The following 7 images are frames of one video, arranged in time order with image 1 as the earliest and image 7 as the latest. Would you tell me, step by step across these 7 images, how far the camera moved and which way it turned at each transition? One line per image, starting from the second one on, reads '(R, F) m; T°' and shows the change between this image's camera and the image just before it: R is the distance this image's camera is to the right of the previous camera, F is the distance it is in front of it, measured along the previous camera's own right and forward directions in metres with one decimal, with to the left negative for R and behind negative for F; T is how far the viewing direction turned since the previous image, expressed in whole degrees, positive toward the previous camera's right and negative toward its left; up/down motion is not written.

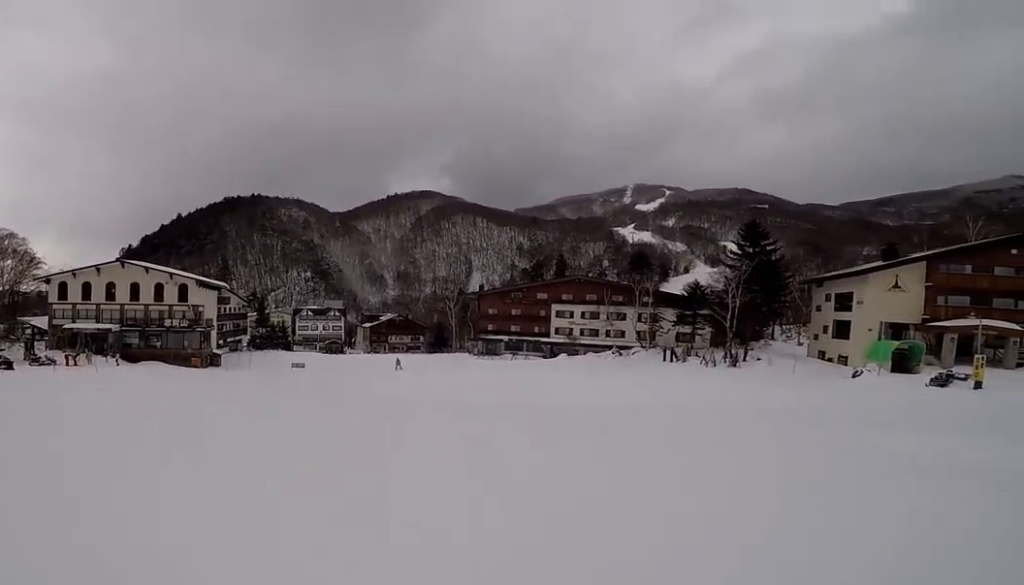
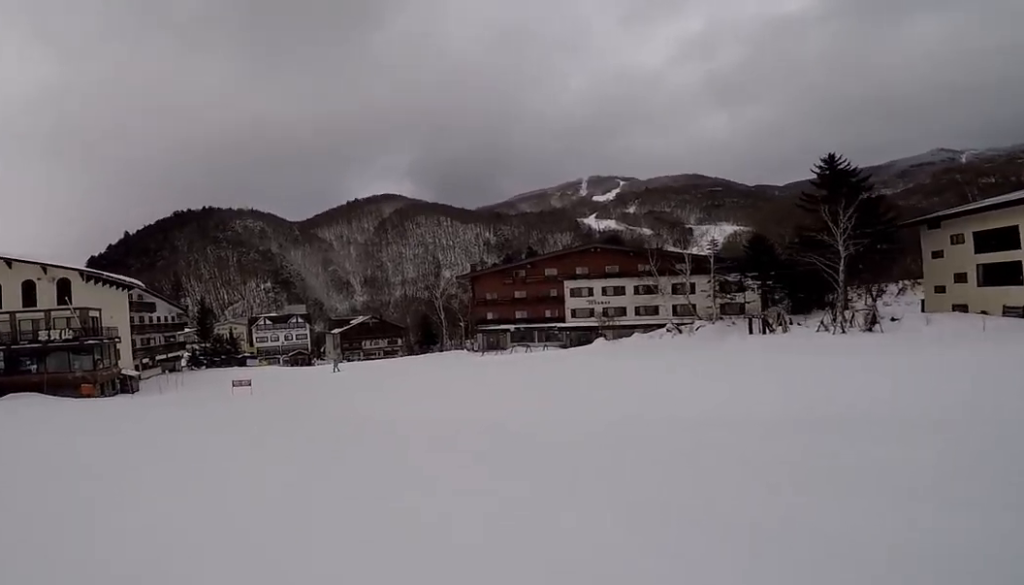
(-1.4, +18.0) m; -1°
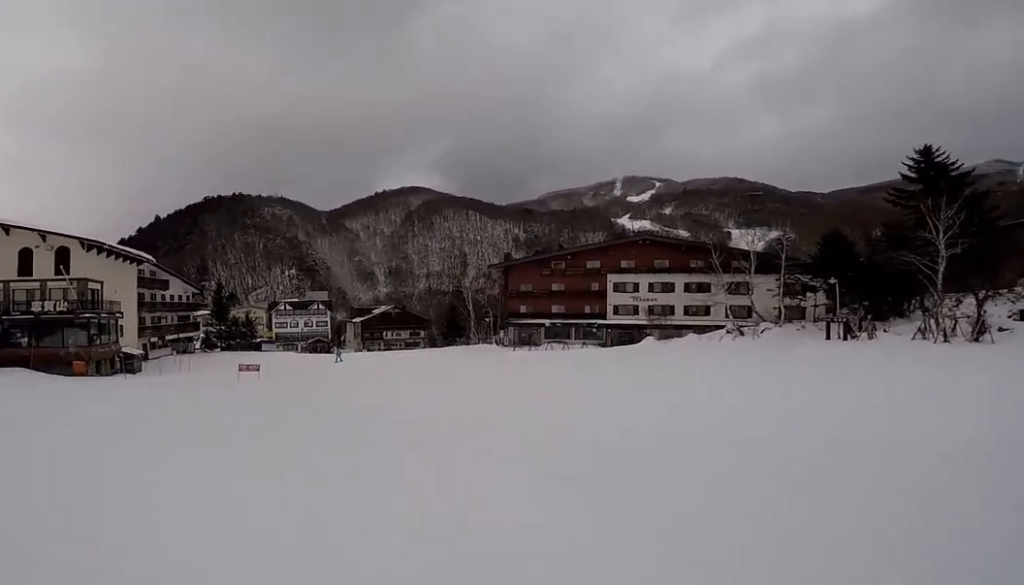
(+0.4, +4.6) m; +4°
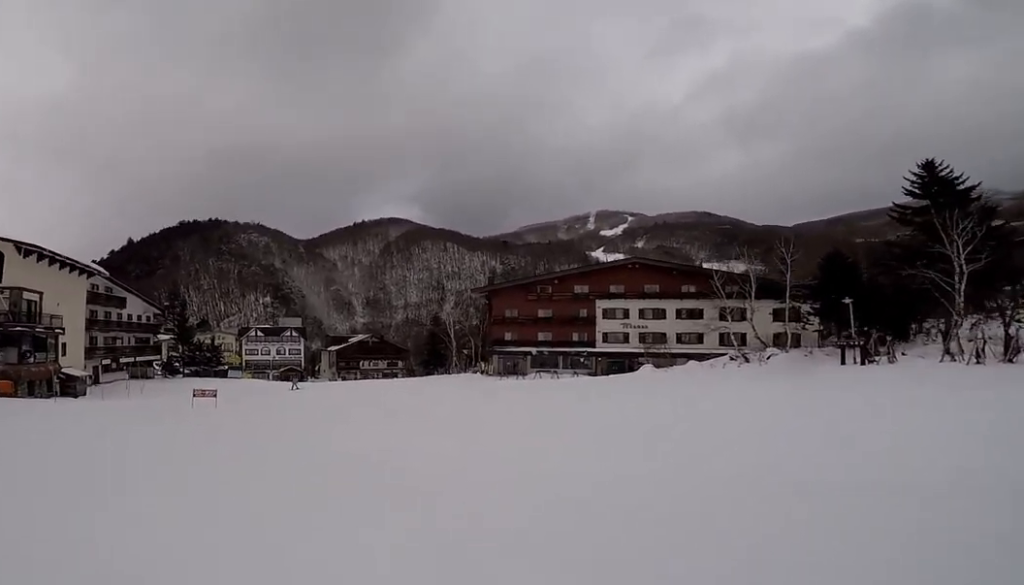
(+0.1, +4.1) m; -1°
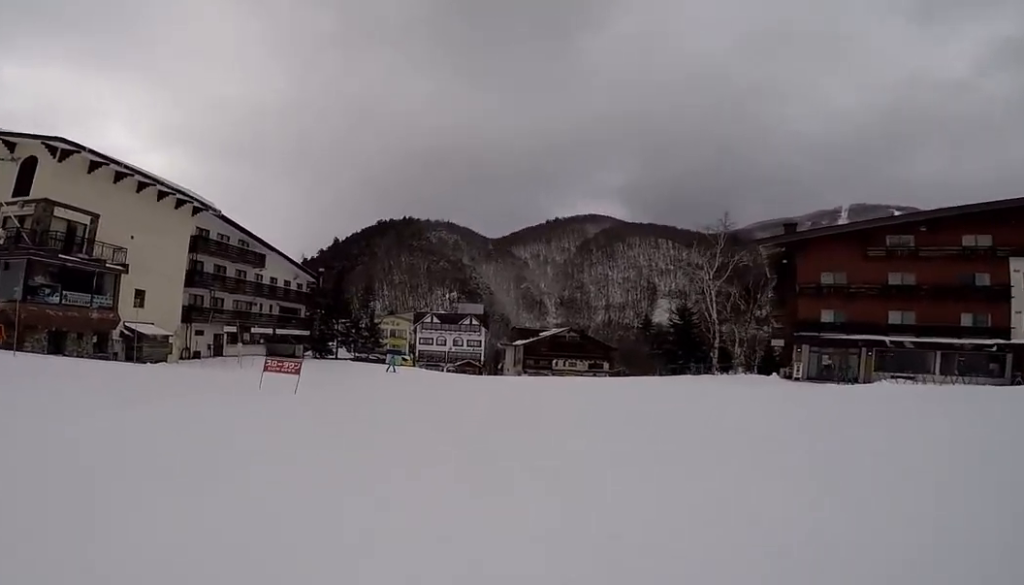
(-2.3, +16.6) m; -19°
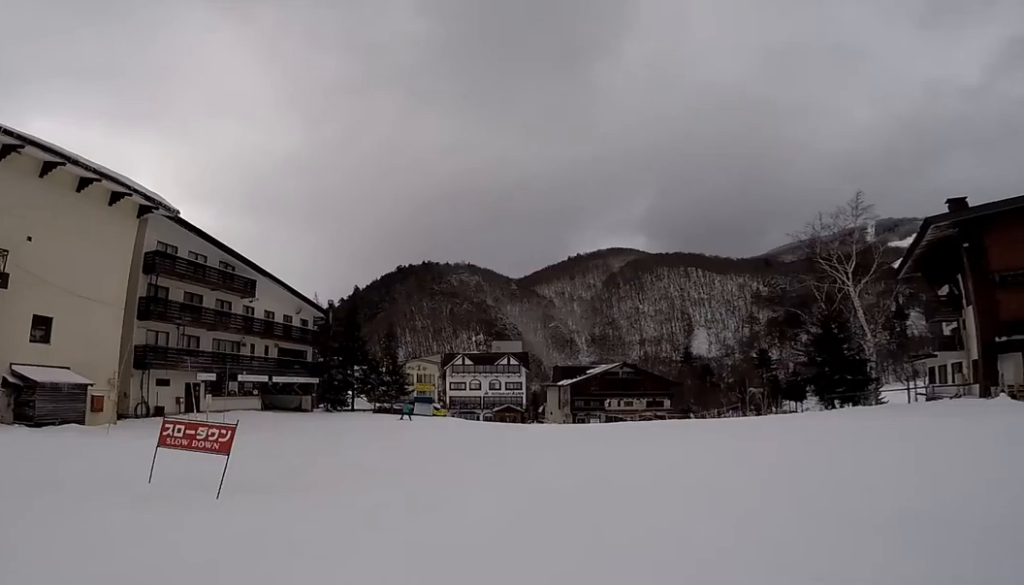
(-1.4, +10.3) m; -9°
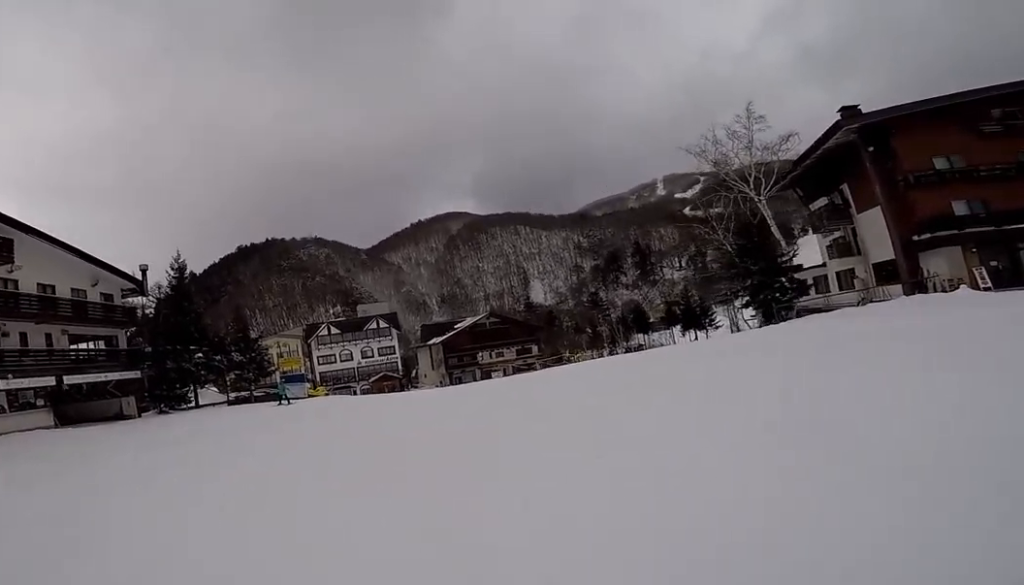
(+0.4, +8.5) m; +7°
